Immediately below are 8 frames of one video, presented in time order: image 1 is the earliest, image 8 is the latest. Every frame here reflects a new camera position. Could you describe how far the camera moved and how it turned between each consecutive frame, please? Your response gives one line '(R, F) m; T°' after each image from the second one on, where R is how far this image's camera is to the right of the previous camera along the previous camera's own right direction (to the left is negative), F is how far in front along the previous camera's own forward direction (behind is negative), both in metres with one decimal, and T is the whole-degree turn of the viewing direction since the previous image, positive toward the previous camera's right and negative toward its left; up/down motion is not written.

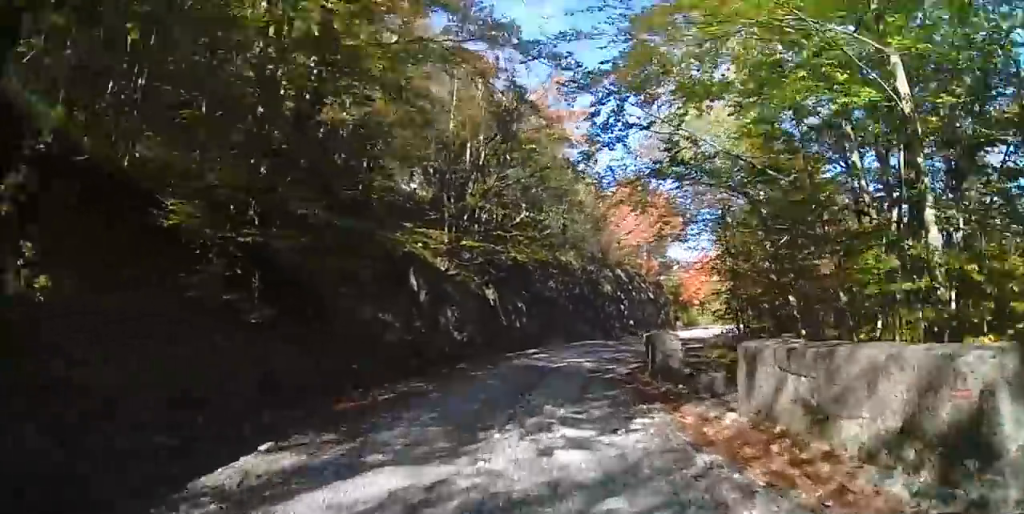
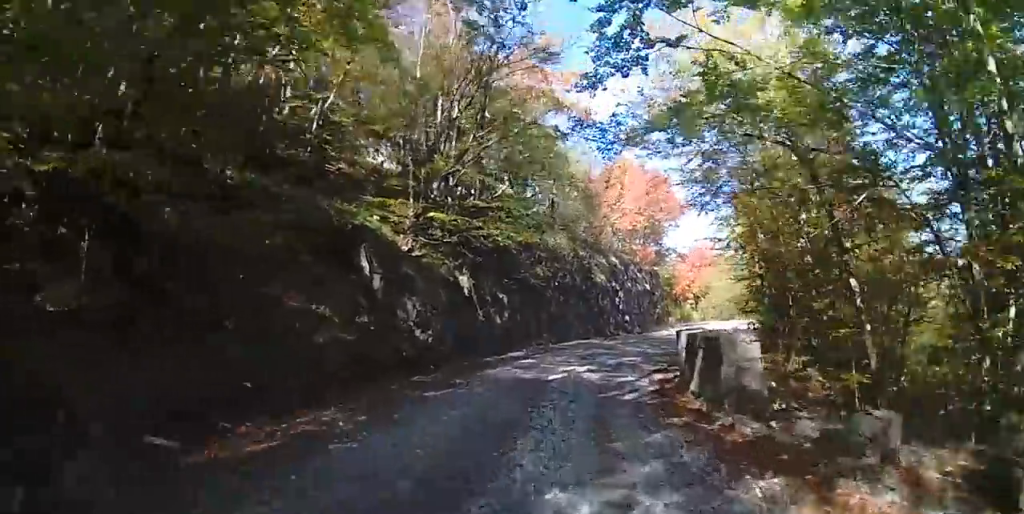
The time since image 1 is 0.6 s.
(0.0, +4.2) m; +2°
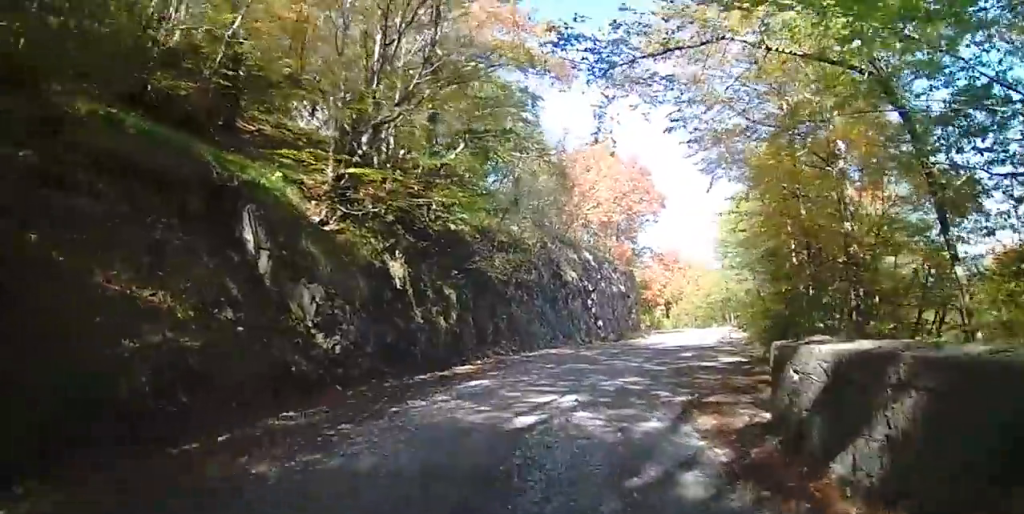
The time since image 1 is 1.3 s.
(+0.1, +4.9) m; +2°
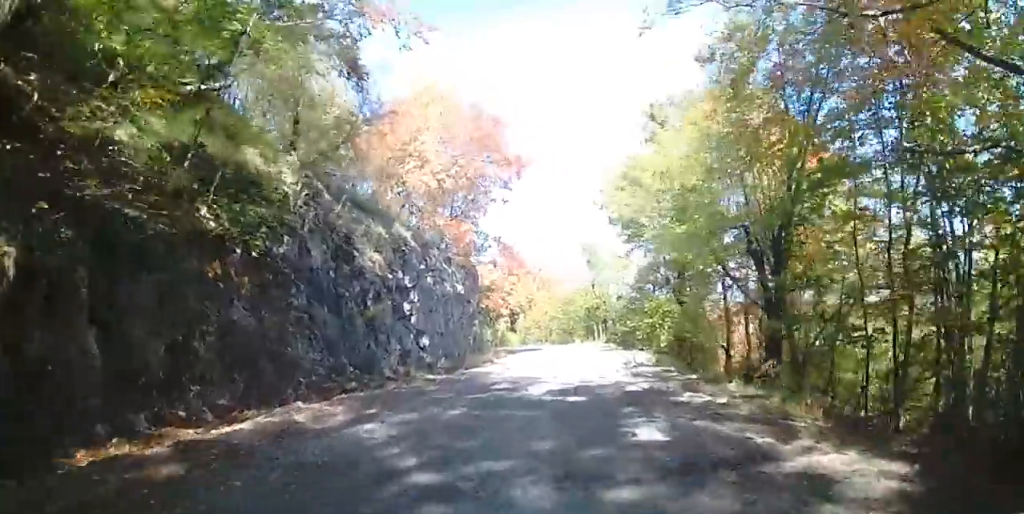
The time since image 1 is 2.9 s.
(+0.4, +10.8) m; +10°
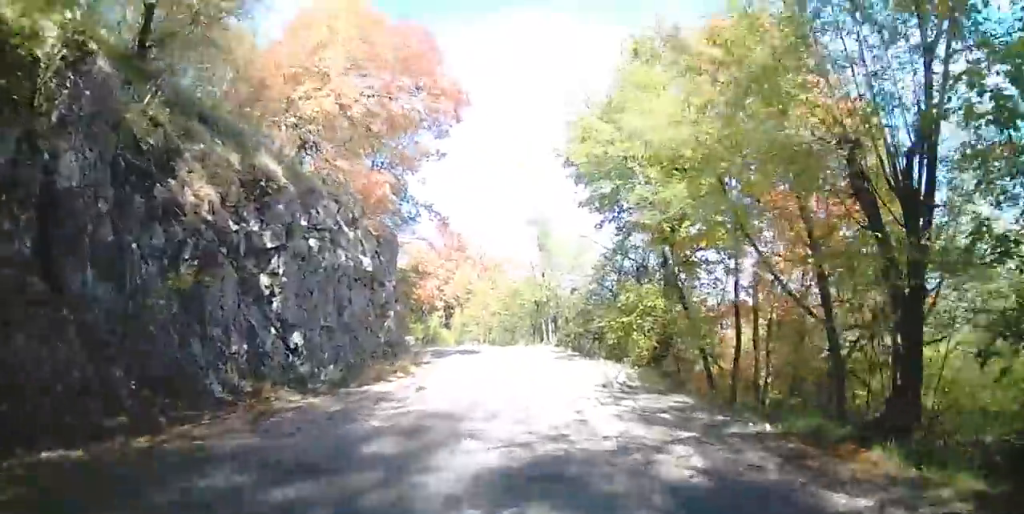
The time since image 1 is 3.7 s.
(+0.7, +5.9) m; +6°
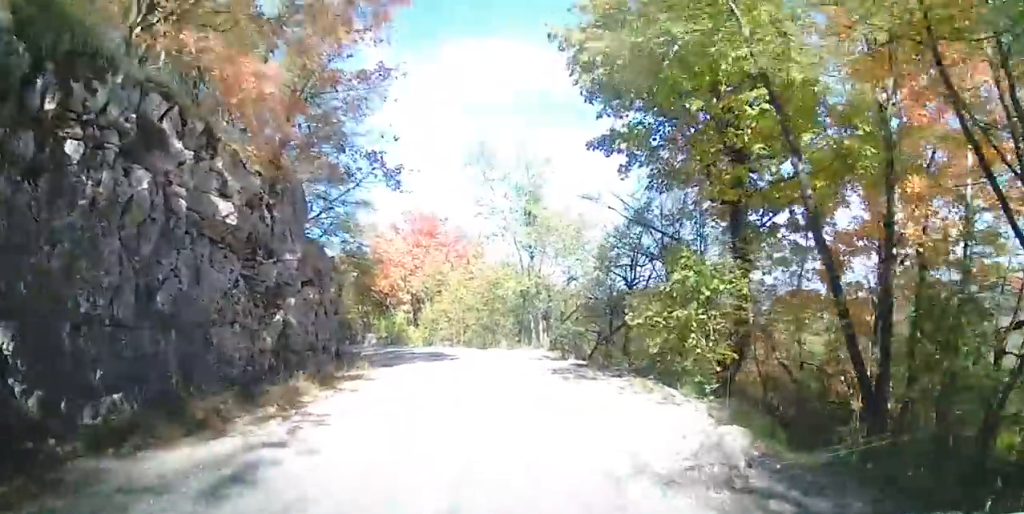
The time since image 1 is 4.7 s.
(+0.3, +7.3) m; +2°
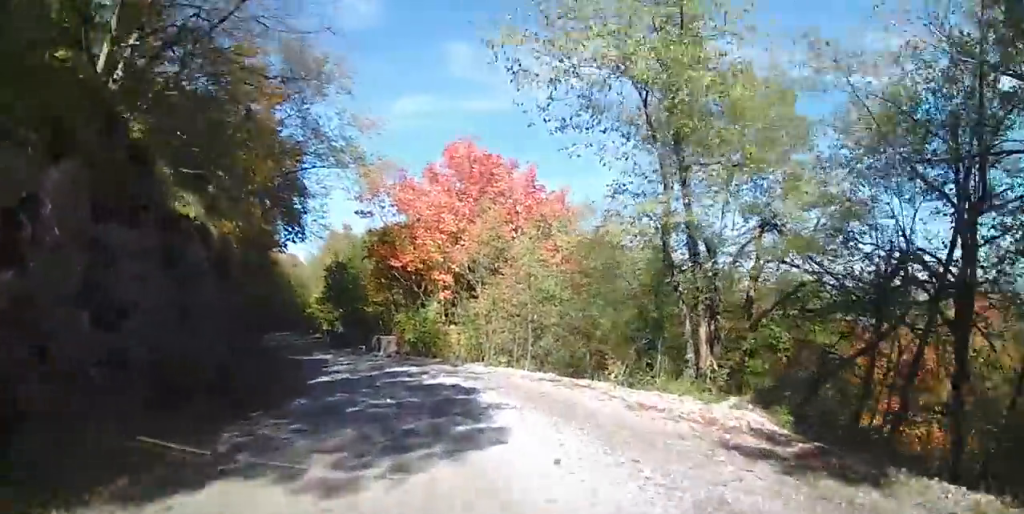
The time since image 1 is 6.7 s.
(-0.3, +15.4) m; -13°
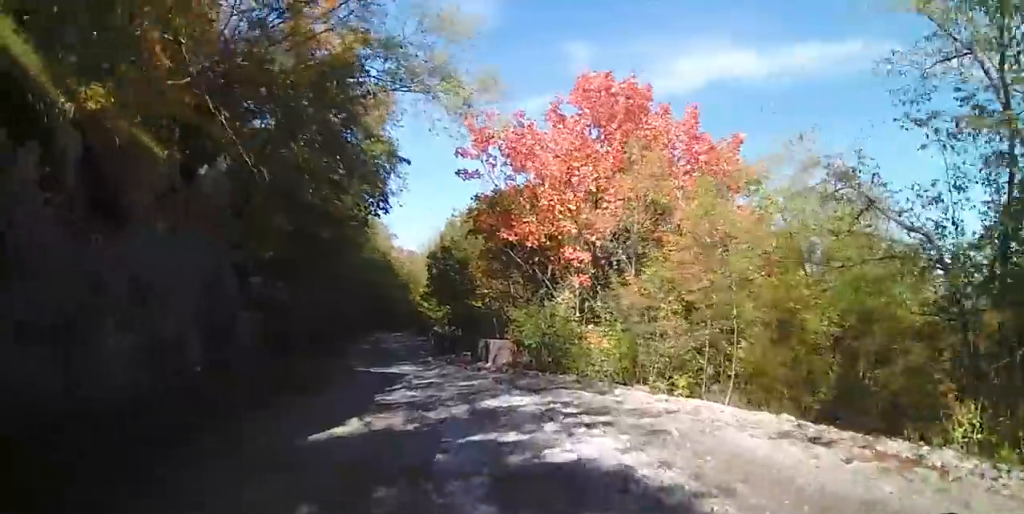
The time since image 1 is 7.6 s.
(-1.3, +6.8) m; -15°
